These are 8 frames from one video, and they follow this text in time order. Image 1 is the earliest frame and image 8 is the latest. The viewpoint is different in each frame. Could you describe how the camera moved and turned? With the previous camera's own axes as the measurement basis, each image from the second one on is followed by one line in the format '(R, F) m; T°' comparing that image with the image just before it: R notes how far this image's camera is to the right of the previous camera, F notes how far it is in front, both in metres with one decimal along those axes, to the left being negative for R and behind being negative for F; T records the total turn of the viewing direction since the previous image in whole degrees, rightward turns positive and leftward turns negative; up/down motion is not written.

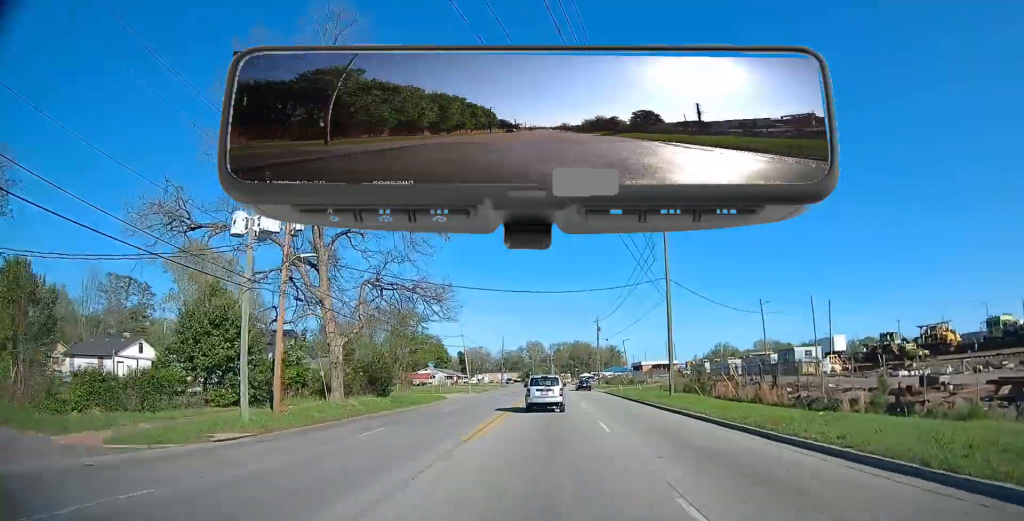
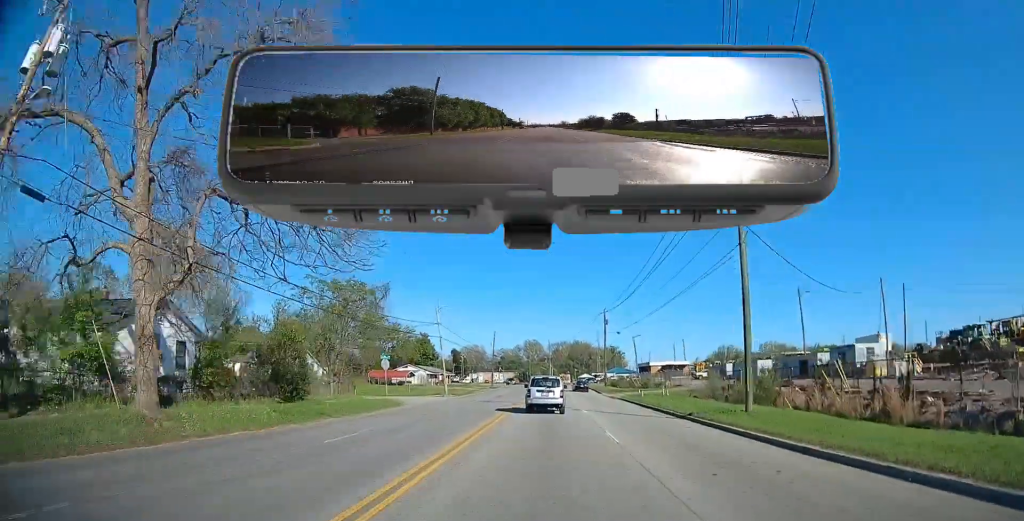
(0.0, +14.3) m; 0°
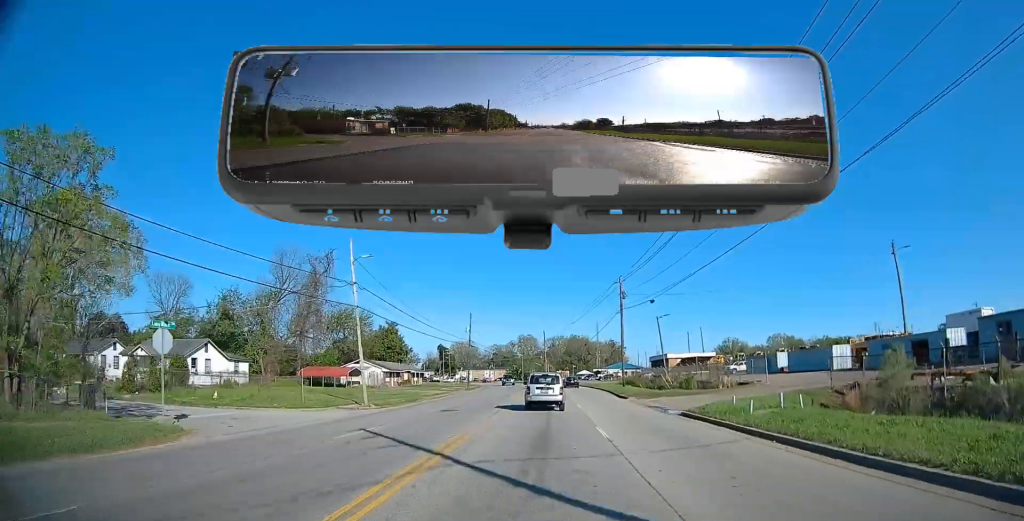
(0.0, +23.6) m; +1°
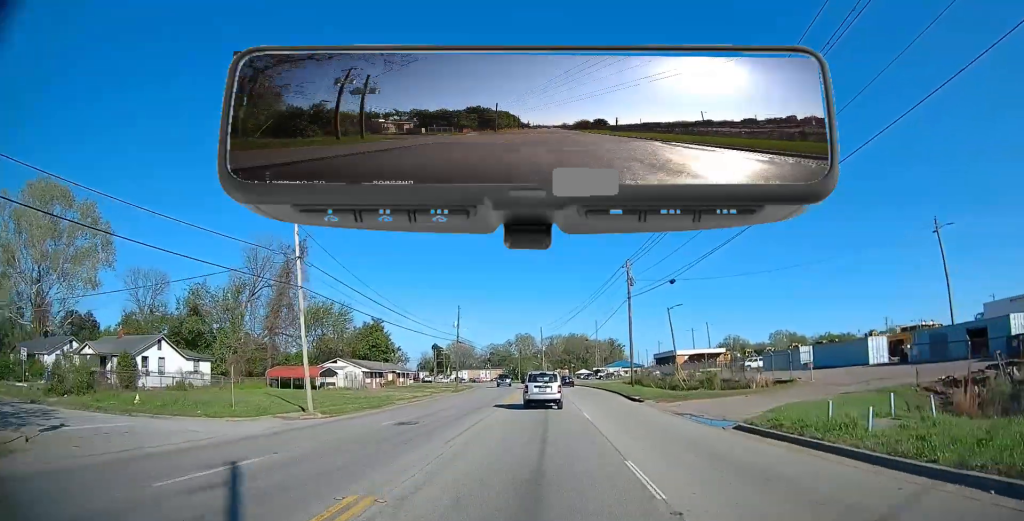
(+0.1, +7.5) m; 0°
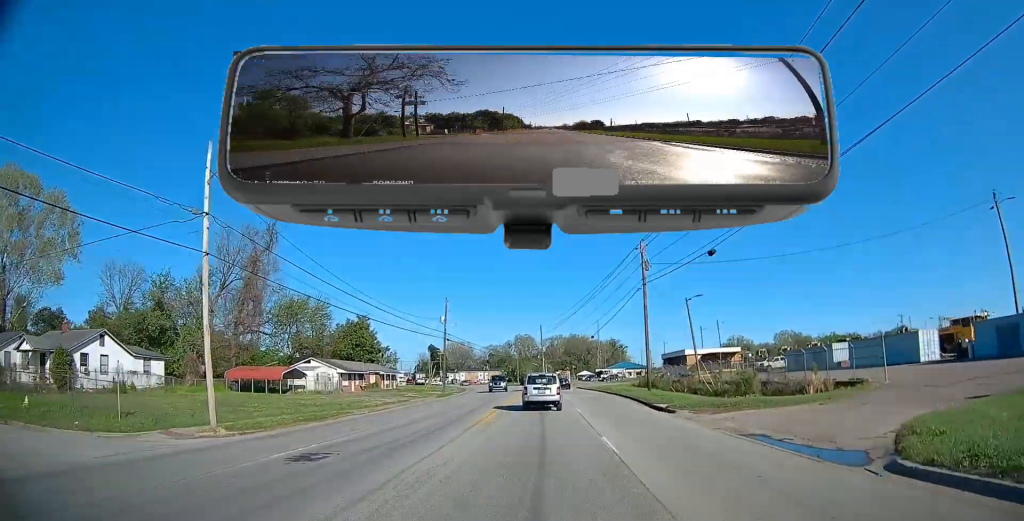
(+0.2, +8.1) m; 0°
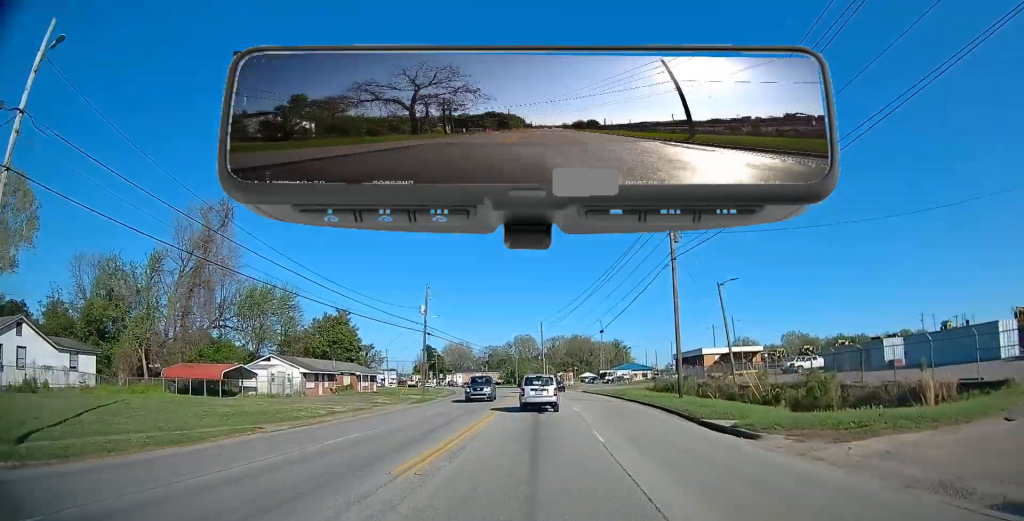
(0.0, +9.6) m; 0°
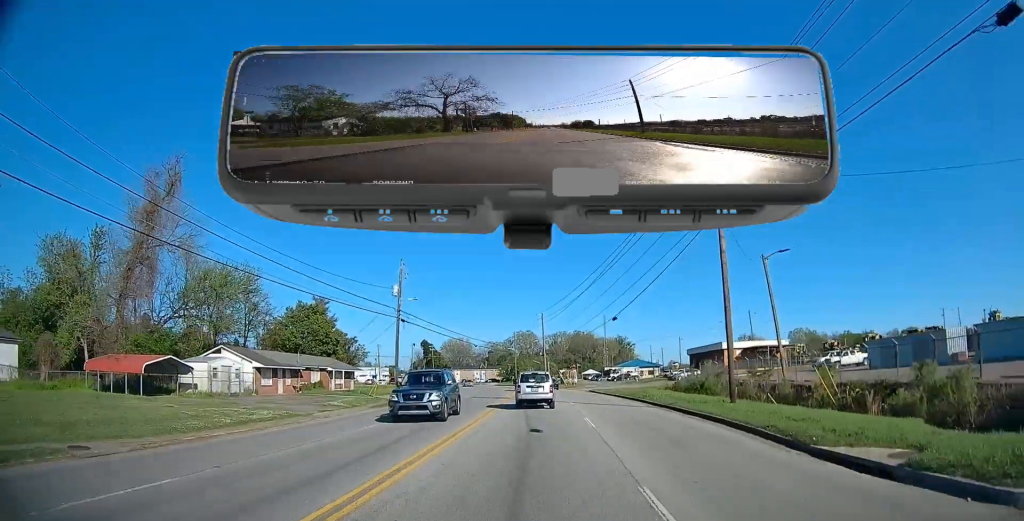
(-0.1, +9.0) m; 0°
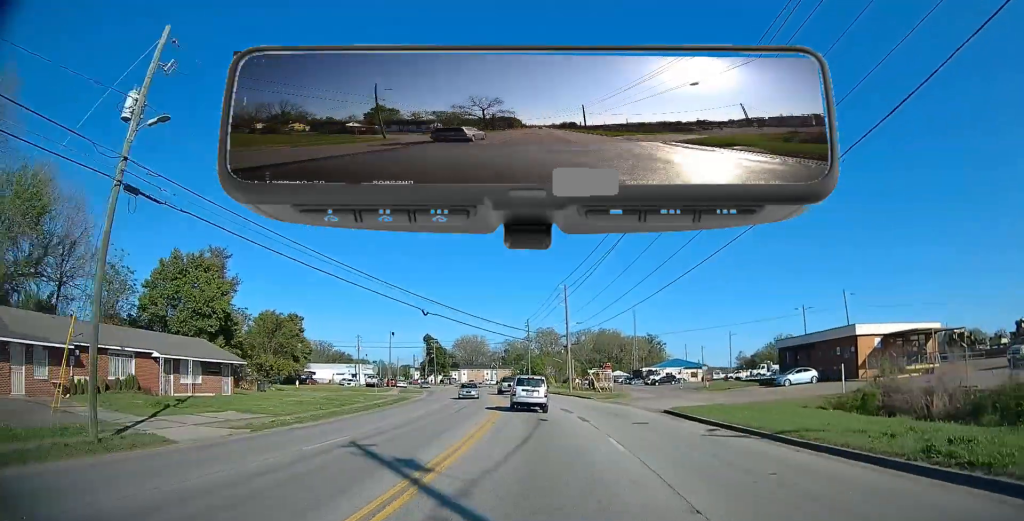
(-0.6, +29.1) m; -2°
